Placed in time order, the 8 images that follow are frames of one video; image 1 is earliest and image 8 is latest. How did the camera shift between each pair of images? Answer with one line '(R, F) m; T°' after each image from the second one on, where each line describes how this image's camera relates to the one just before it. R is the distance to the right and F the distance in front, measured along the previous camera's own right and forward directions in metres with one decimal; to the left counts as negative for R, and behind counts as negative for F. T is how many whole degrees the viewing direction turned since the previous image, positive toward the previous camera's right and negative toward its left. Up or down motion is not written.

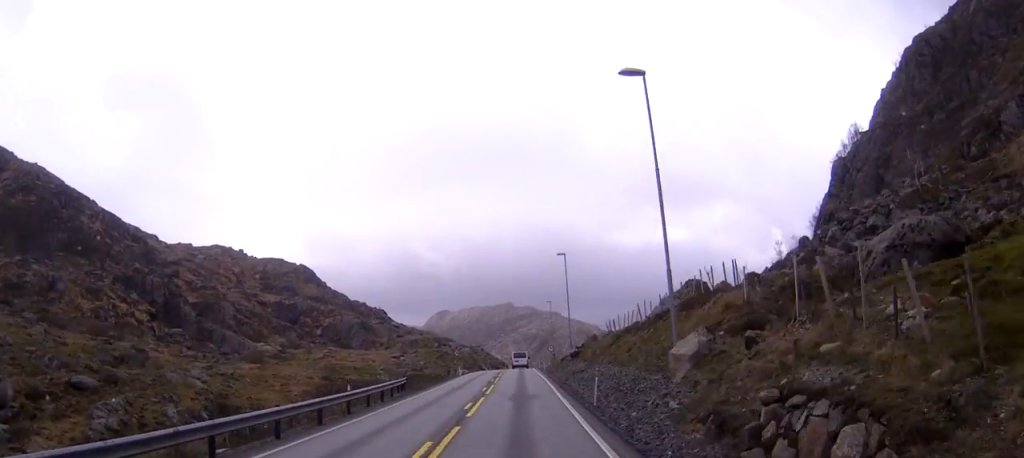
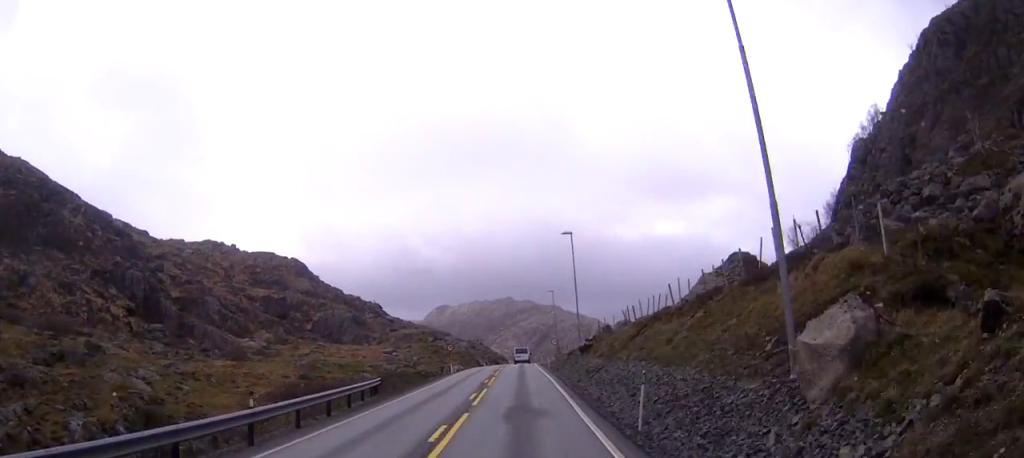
(0.0, +9.3) m; 0°
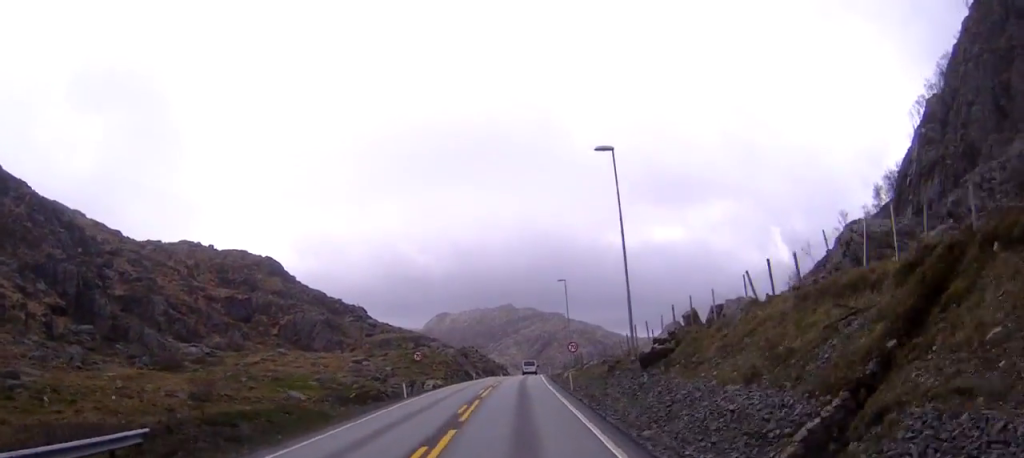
(+0.2, +26.9) m; +1°
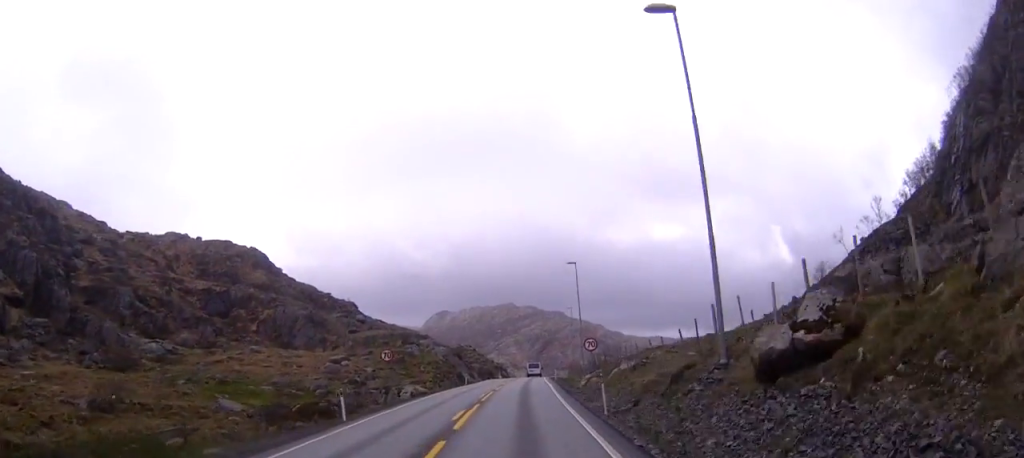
(+0.1, +13.8) m; 0°
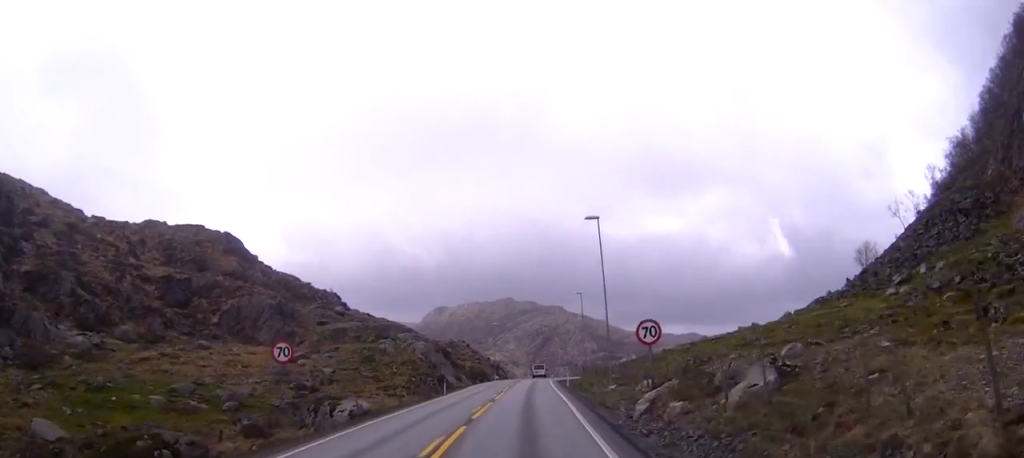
(0.0, +19.3) m; 0°
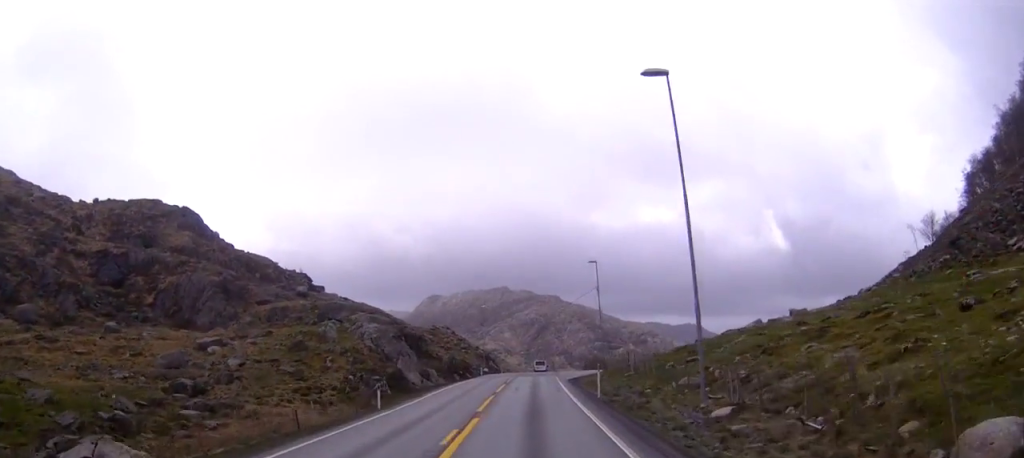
(0.0, +22.9) m; 0°
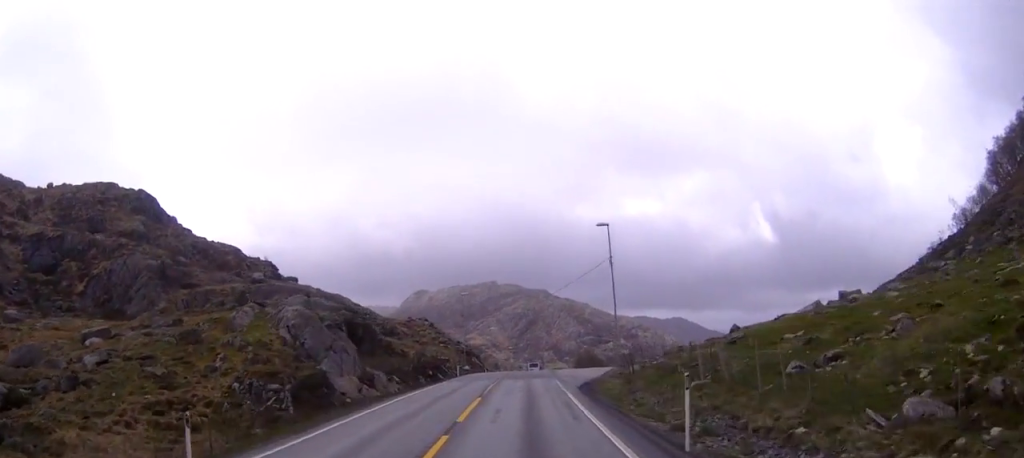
(0.0, +16.8) m; 0°
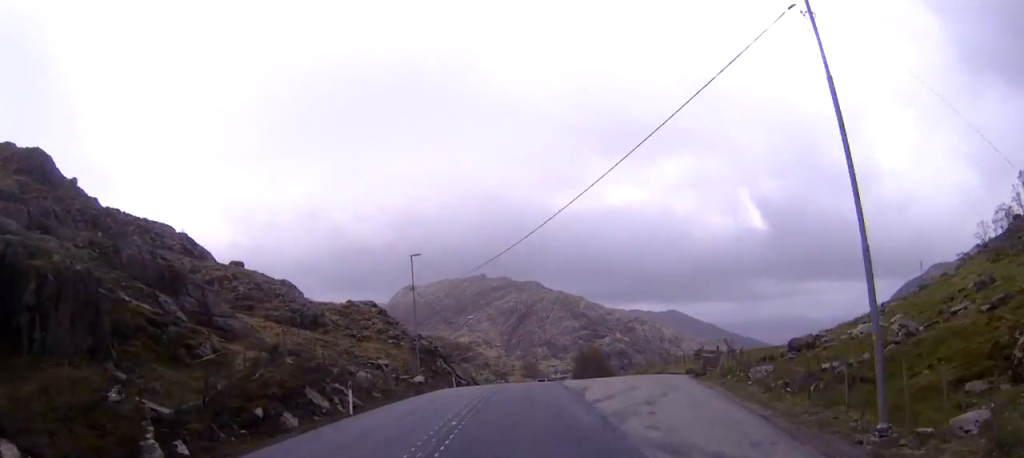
(+0.2, +37.3) m; +1°
